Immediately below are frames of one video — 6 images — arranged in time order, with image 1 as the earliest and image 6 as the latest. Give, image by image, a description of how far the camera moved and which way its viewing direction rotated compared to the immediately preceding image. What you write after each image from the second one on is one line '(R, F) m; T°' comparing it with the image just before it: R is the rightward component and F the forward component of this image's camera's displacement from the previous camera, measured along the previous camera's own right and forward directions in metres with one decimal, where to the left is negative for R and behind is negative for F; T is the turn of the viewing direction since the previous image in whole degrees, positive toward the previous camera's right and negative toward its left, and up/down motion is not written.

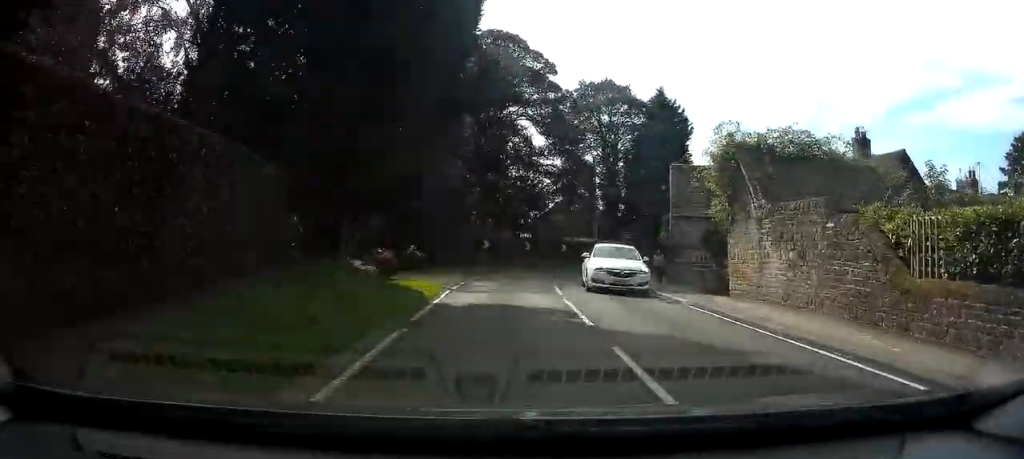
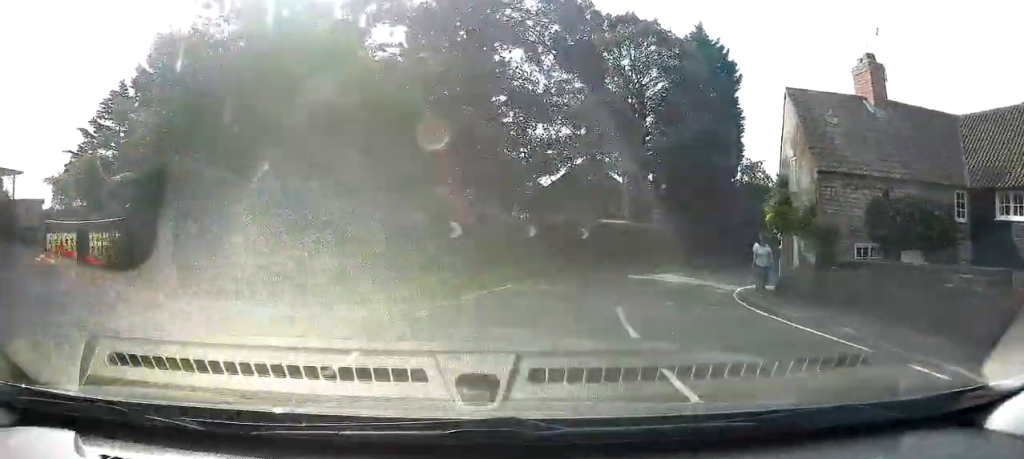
(+2.7, +14.9) m; +4°
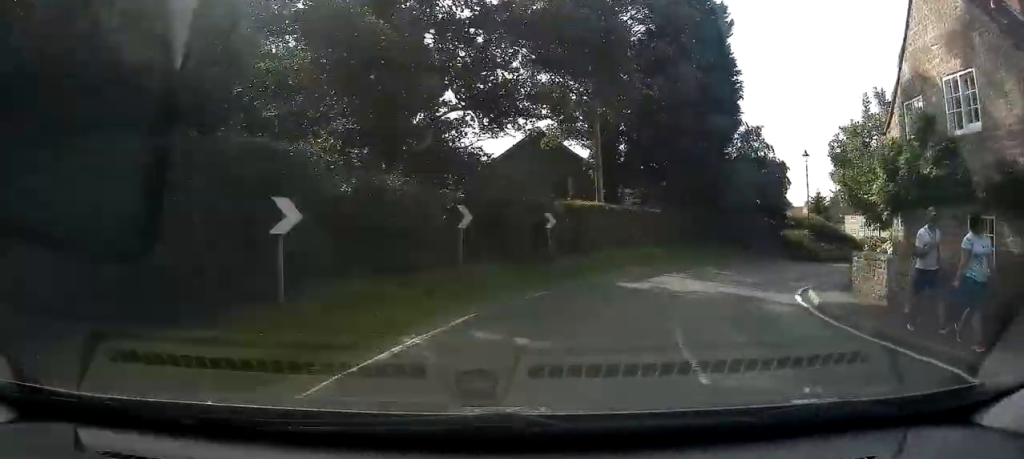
(-0.6, +8.6) m; +12°
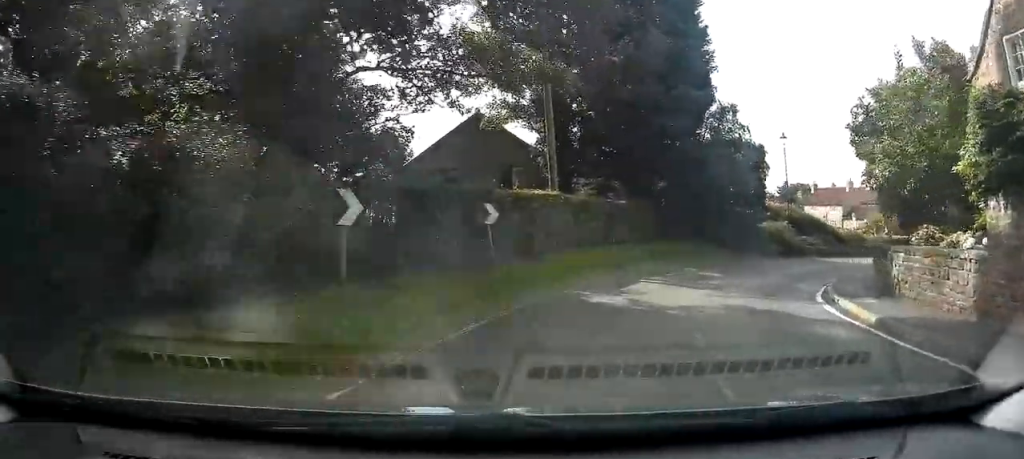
(+0.1, +4.1) m; +9°
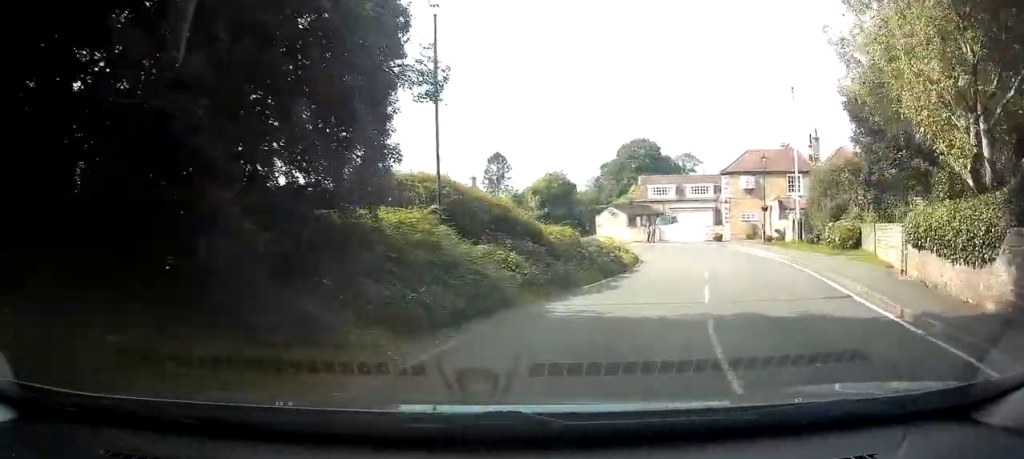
(+6.1, +19.0) m; +41°
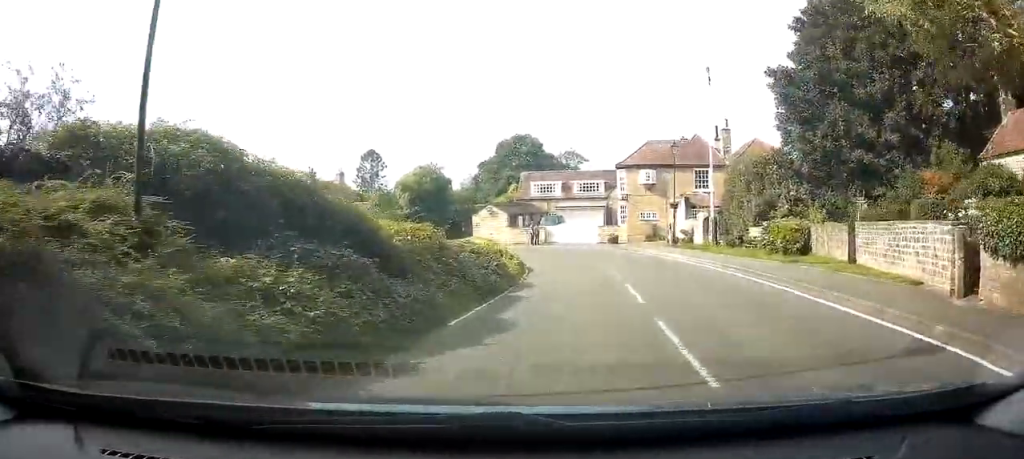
(+1.1, +6.1) m; +14°
